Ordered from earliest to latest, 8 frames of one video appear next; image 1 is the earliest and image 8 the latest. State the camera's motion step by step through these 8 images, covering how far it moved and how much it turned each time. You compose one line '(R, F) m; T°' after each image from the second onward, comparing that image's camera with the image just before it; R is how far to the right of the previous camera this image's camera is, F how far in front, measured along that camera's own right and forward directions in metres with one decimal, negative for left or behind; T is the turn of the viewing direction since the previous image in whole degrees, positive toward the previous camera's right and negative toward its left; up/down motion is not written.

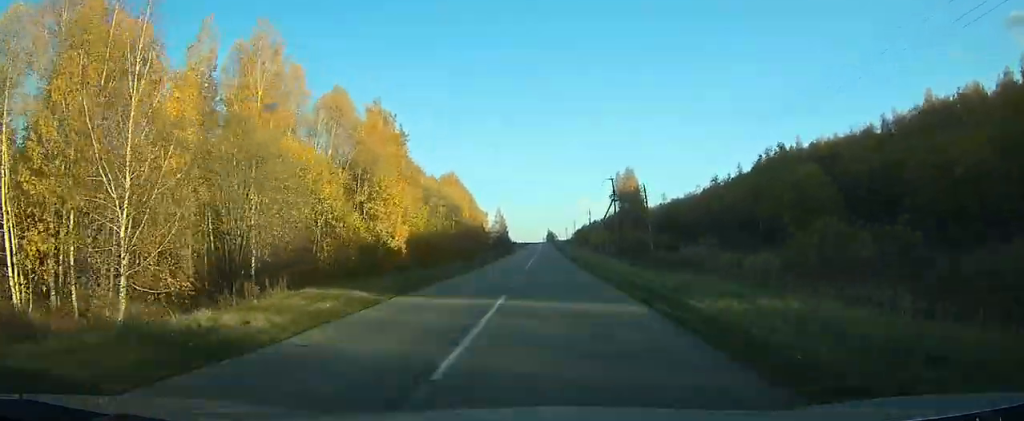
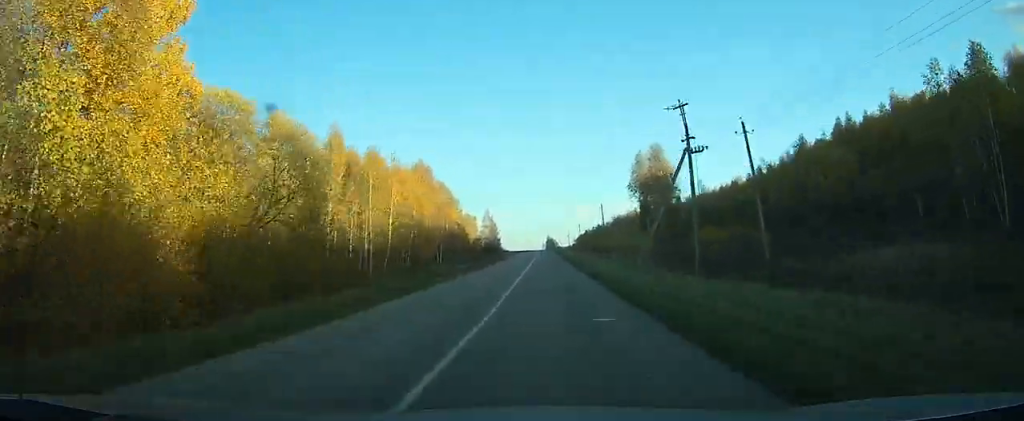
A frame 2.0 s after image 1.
(-0.1, +39.0) m; 0°
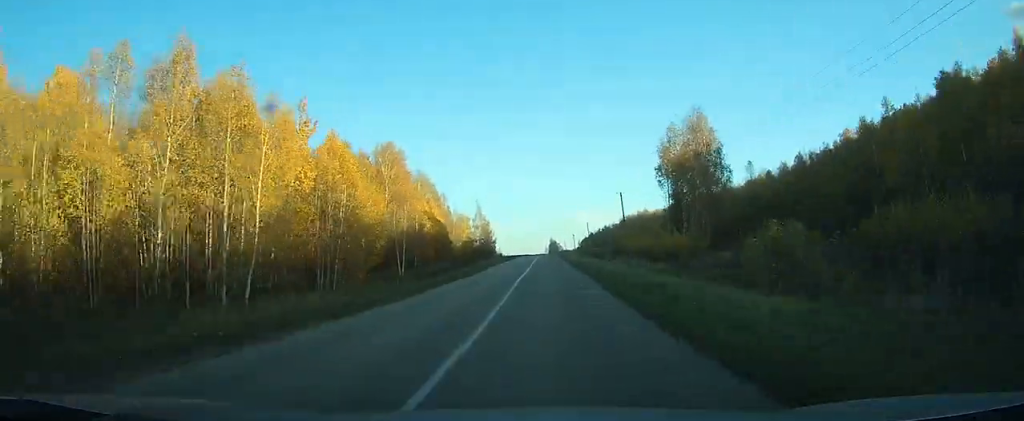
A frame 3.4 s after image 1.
(0.0, +28.3) m; 0°
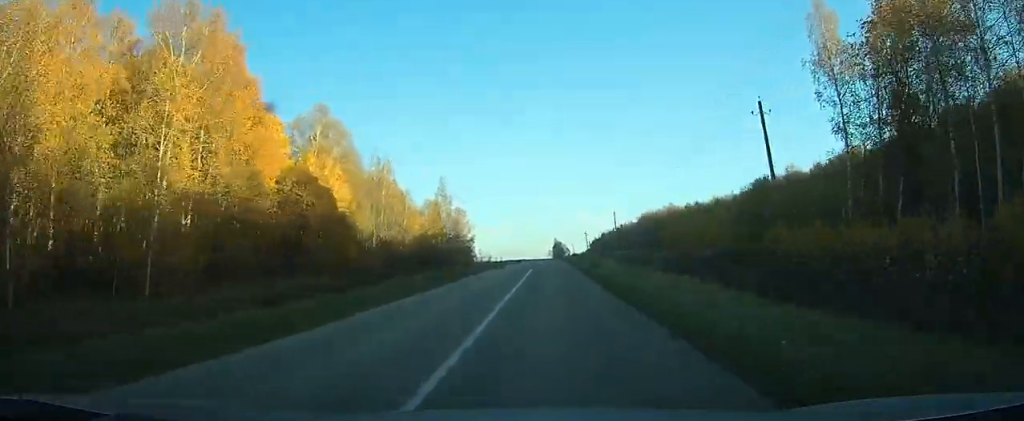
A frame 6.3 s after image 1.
(+0.1, +63.6) m; 0°
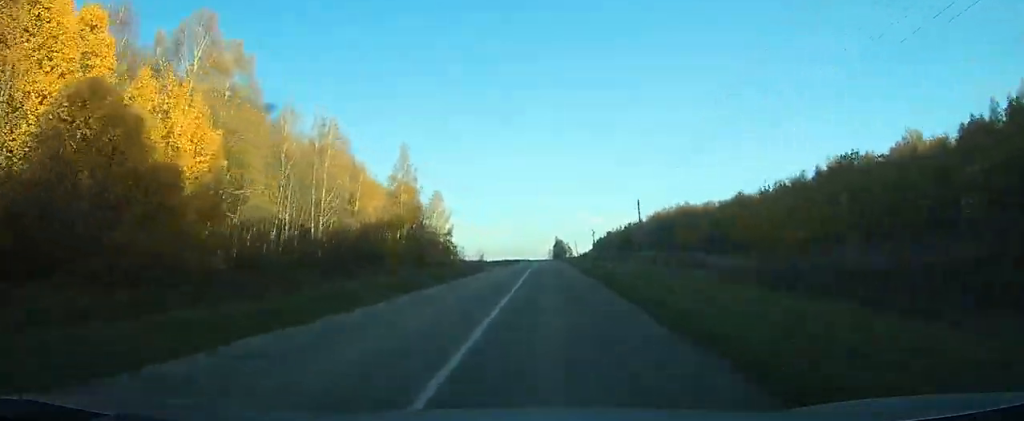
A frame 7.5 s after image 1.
(-0.2, +29.5) m; 0°
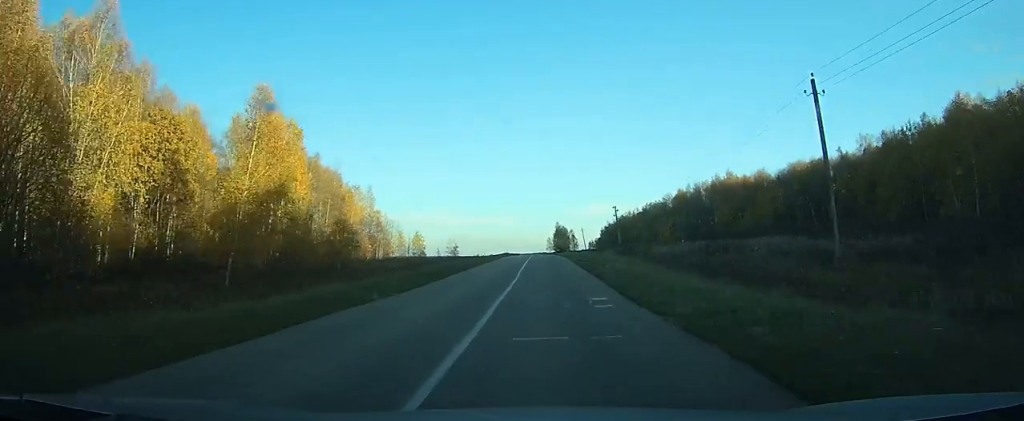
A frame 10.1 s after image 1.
(+0.4, +58.0) m; 0°
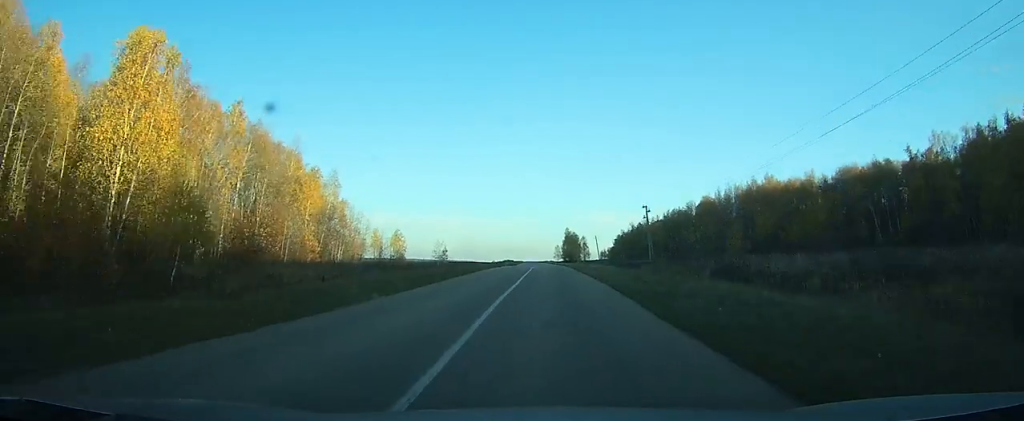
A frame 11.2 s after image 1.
(-0.1, +25.2) m; 0°
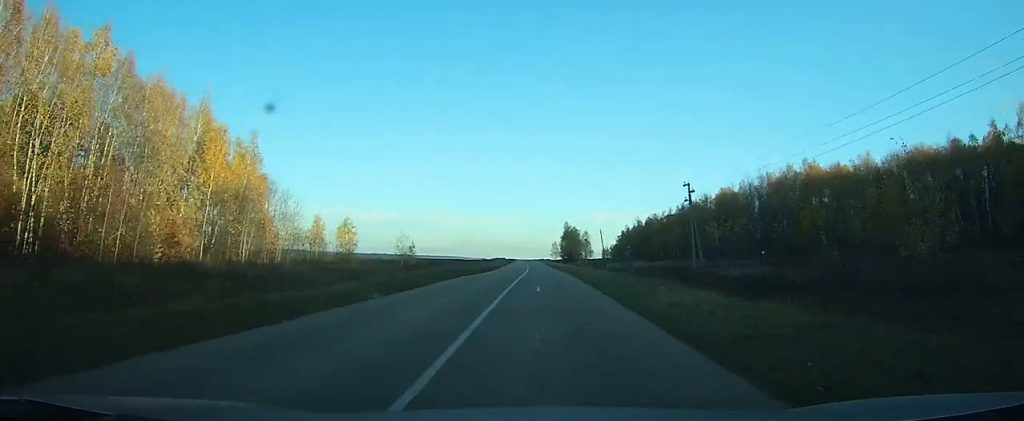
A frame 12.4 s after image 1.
(-0.1, +26.7) m; 0°
